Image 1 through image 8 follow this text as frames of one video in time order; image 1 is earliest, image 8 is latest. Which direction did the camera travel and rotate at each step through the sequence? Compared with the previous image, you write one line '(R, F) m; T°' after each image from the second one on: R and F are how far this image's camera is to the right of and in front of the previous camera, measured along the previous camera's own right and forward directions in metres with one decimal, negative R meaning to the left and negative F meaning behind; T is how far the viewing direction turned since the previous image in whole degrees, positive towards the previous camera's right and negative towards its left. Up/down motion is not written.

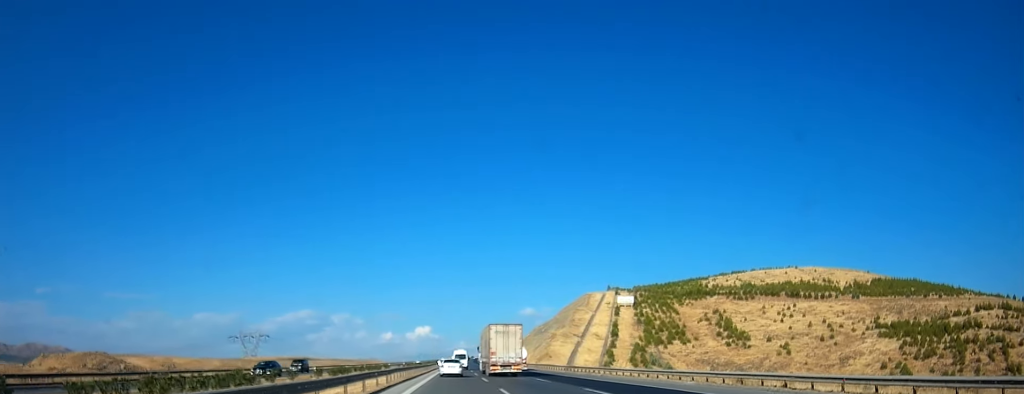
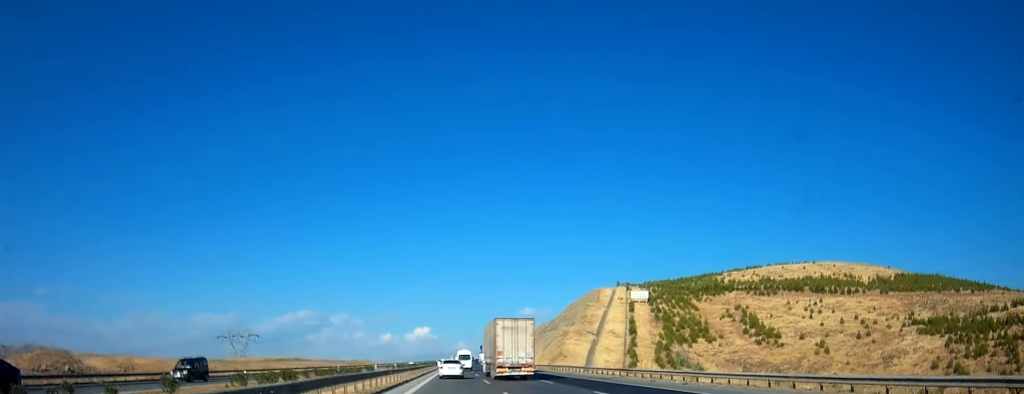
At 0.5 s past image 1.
(-0.2, +18.1) m; 0°
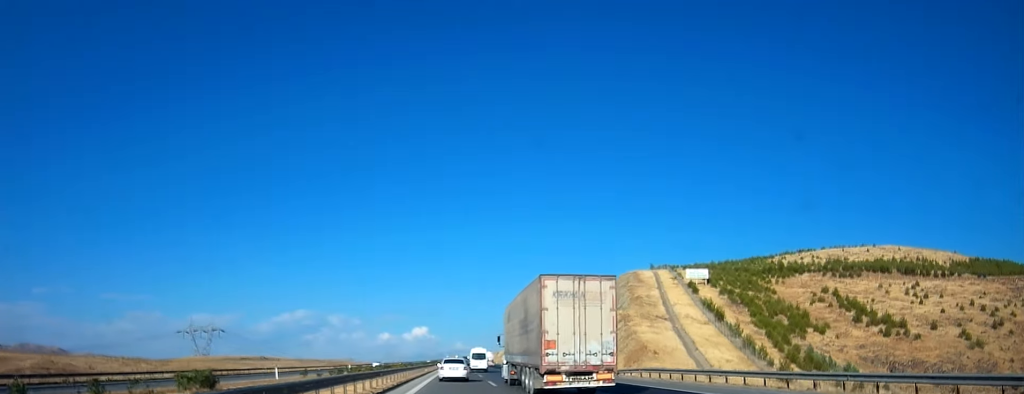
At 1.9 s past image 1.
(+0.7, +53.4) m; +1°
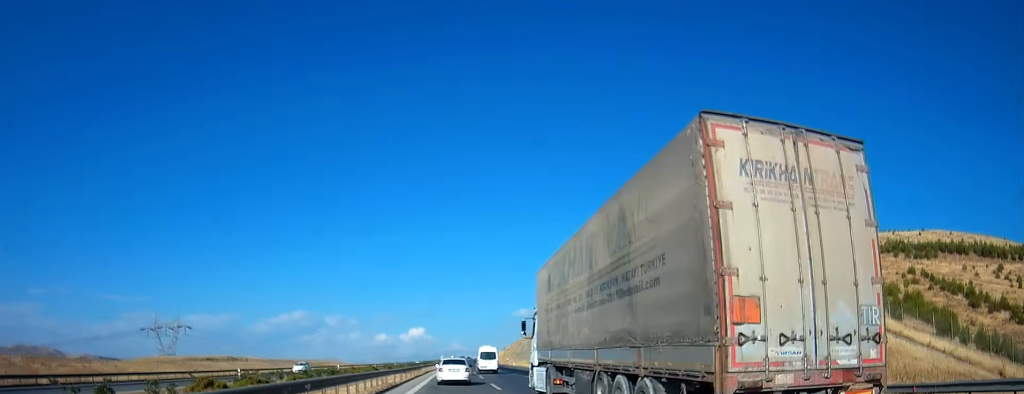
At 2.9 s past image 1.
(+0.1, +37.0) m; 0°
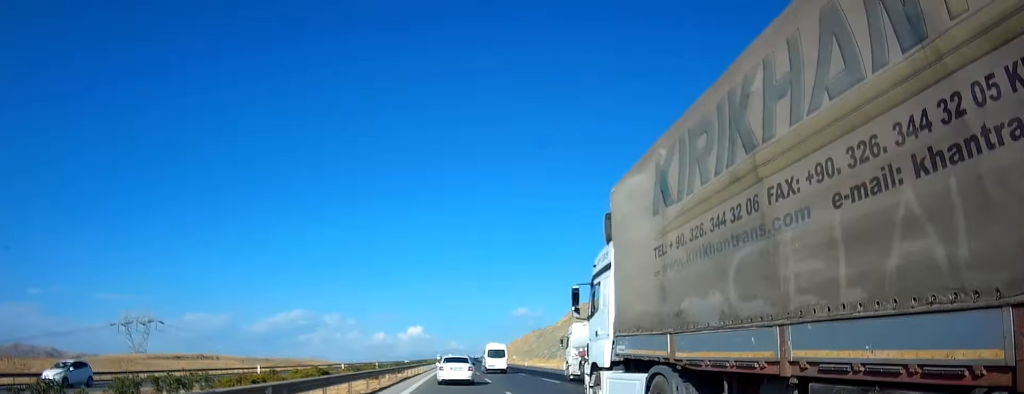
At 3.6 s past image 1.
(+0.3, +27.0) m; 0°
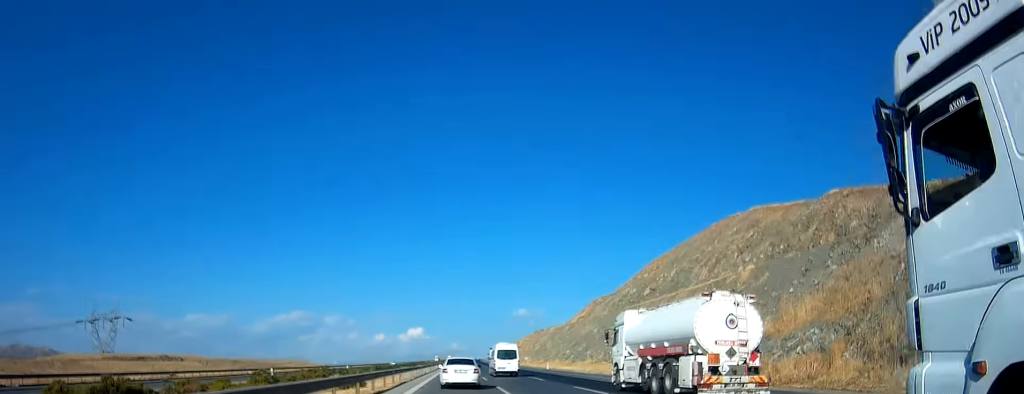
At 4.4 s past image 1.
(-0.5, +27.5) m; 0°
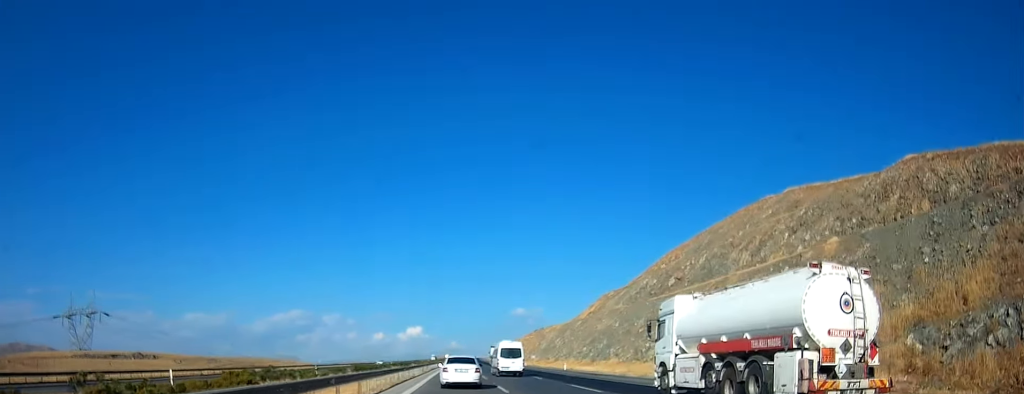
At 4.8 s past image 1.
(-0.1, +15.9) m; 0°
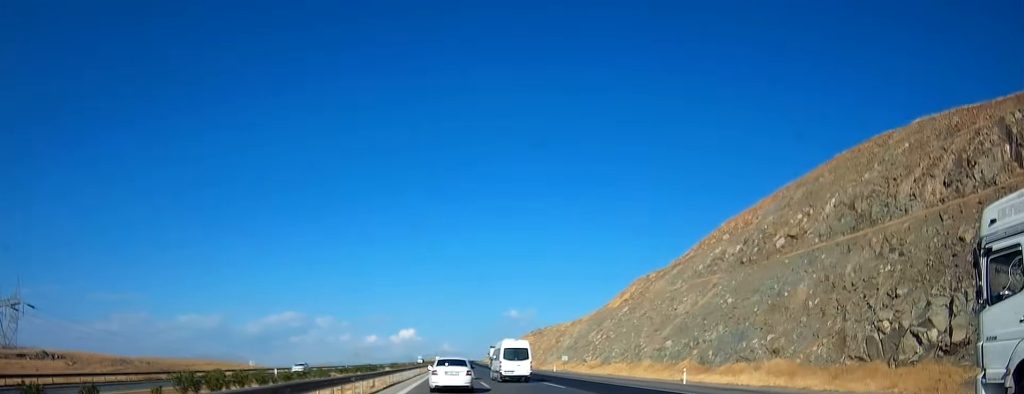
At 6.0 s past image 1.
(+0.5, +43.6) m; +1°
